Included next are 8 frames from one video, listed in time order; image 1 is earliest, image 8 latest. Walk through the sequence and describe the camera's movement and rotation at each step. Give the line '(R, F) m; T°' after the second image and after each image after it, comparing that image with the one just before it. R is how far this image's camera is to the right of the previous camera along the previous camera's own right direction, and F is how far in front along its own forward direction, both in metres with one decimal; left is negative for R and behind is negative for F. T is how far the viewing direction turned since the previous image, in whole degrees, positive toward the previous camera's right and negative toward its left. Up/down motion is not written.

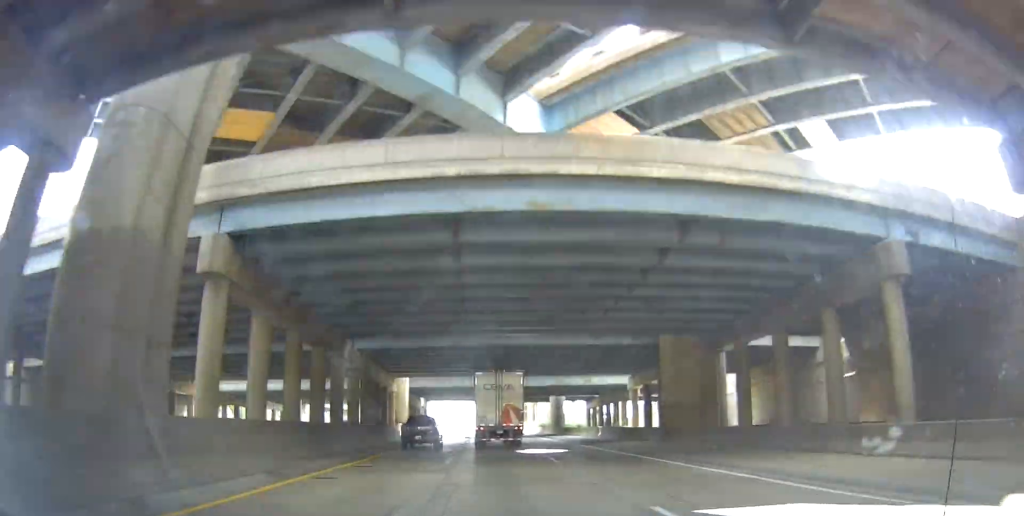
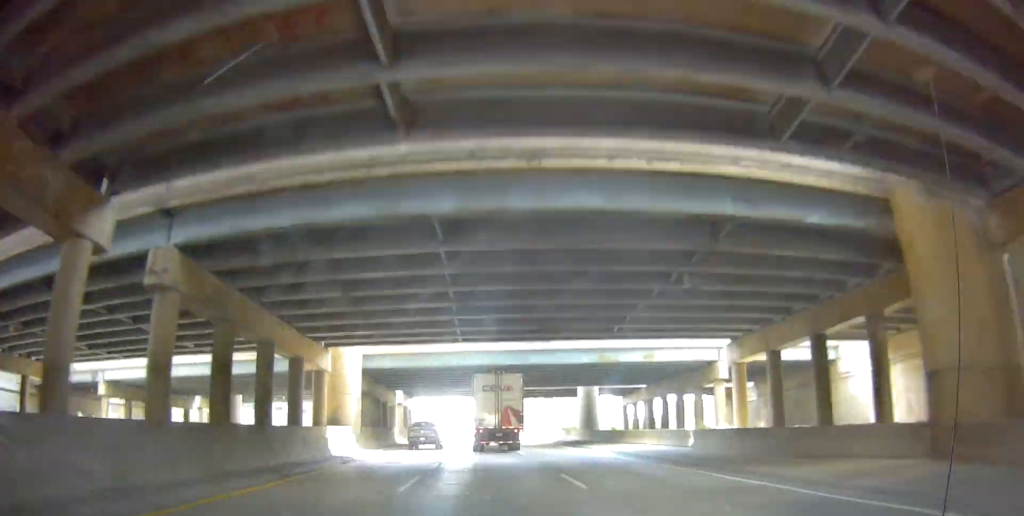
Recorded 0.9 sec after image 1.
(-0.2, +22.8) m; 0°
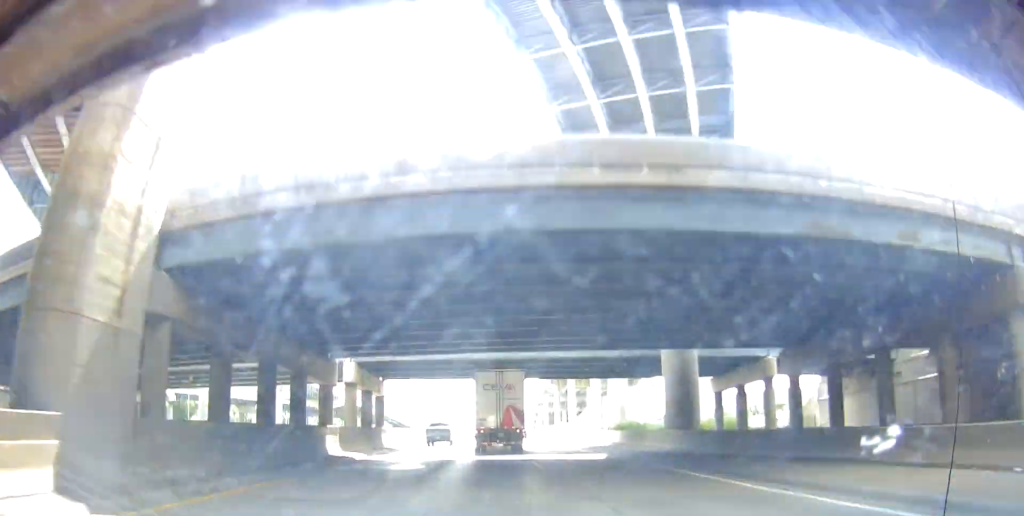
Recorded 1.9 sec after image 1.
(0.0, +25.4) m; 0°
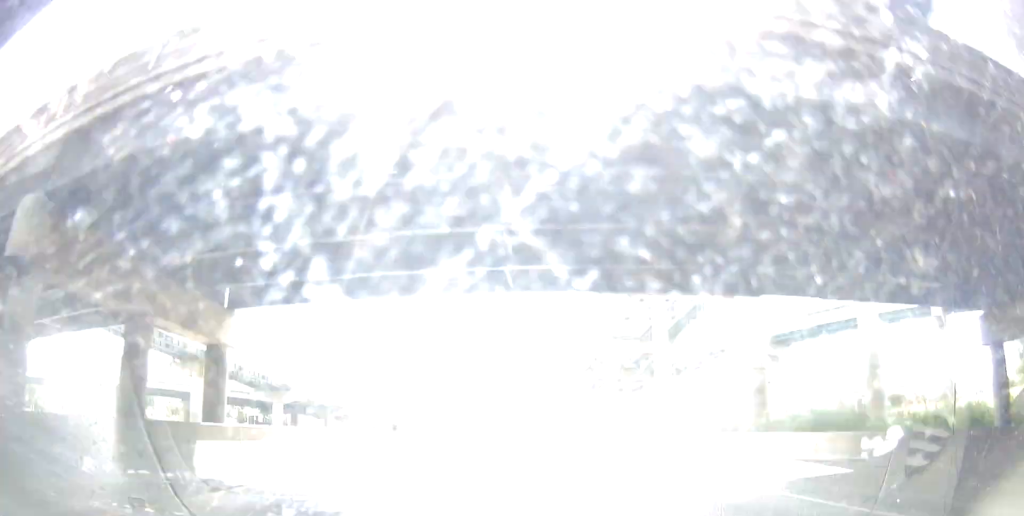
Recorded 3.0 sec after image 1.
(-0.1, +28.0) m; -1°
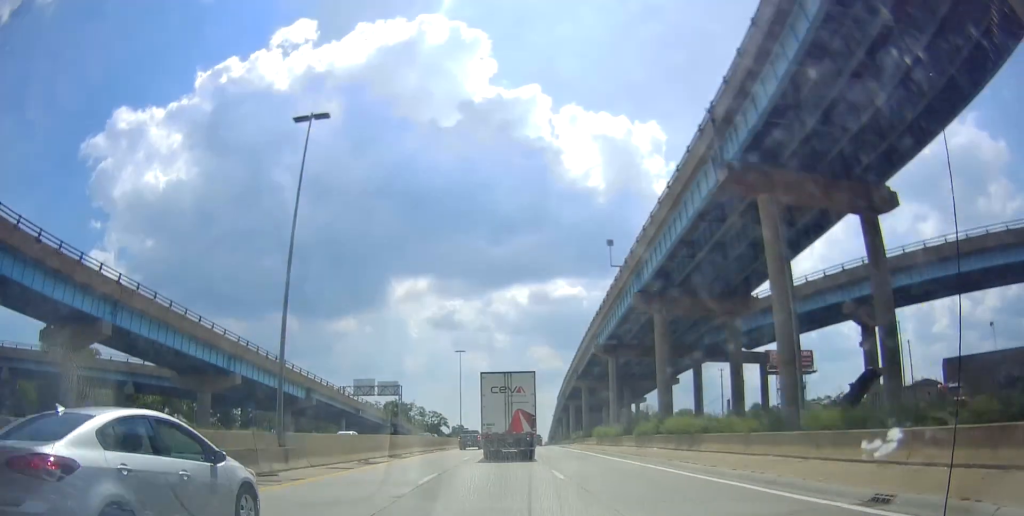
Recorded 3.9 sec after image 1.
(-0.4, +22.6) m; +1°
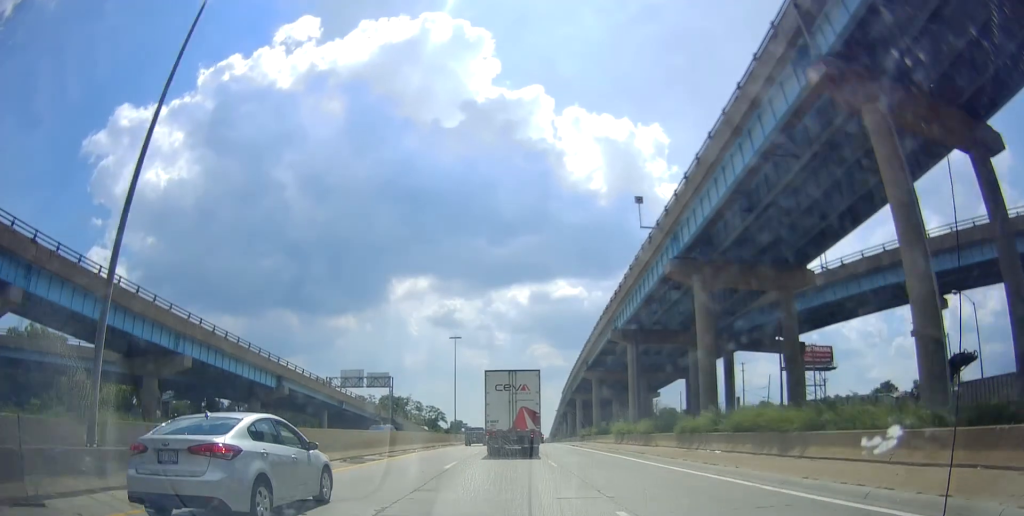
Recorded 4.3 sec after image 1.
(-0.2, +10.8) m; +1°
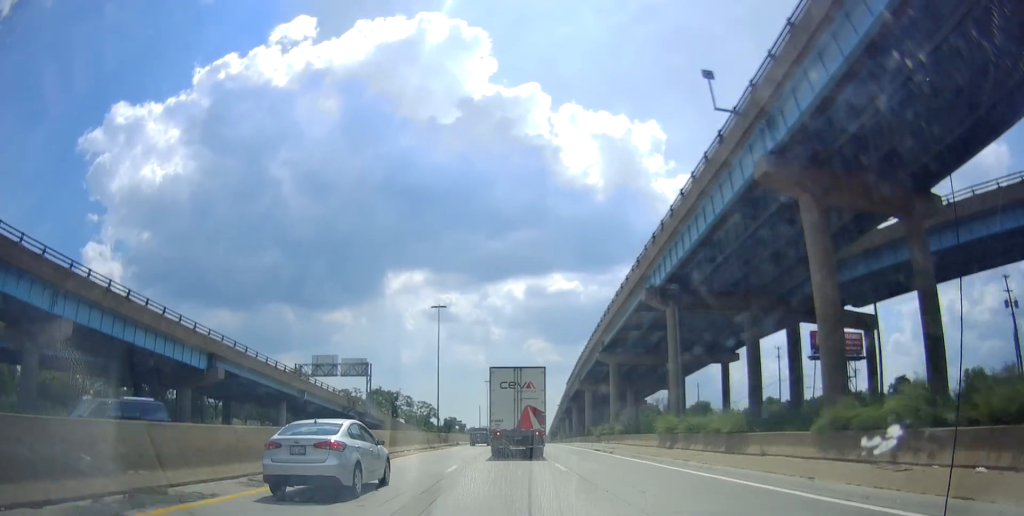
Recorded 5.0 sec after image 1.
(+0.8, +16.3) m; +1°
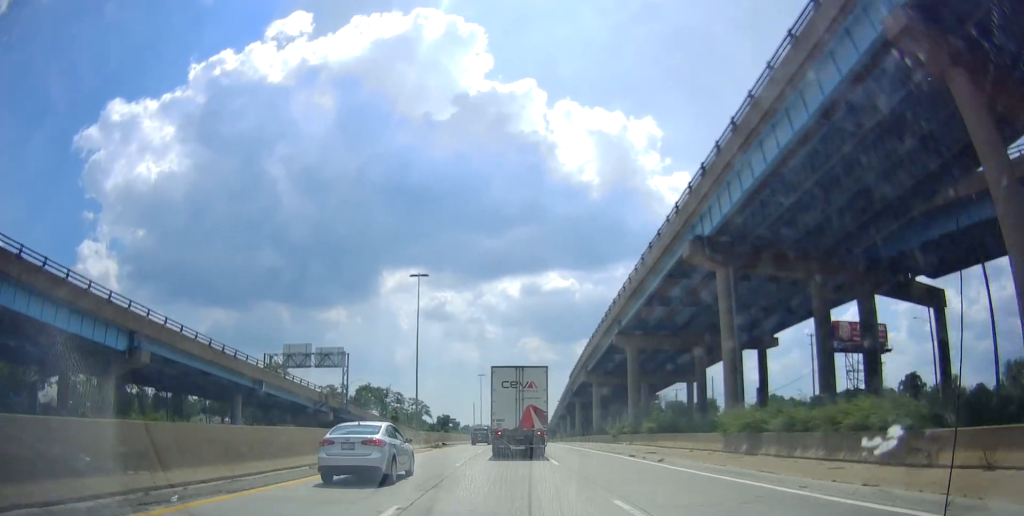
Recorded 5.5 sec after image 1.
(+0.1, +12.2) m; 0°
